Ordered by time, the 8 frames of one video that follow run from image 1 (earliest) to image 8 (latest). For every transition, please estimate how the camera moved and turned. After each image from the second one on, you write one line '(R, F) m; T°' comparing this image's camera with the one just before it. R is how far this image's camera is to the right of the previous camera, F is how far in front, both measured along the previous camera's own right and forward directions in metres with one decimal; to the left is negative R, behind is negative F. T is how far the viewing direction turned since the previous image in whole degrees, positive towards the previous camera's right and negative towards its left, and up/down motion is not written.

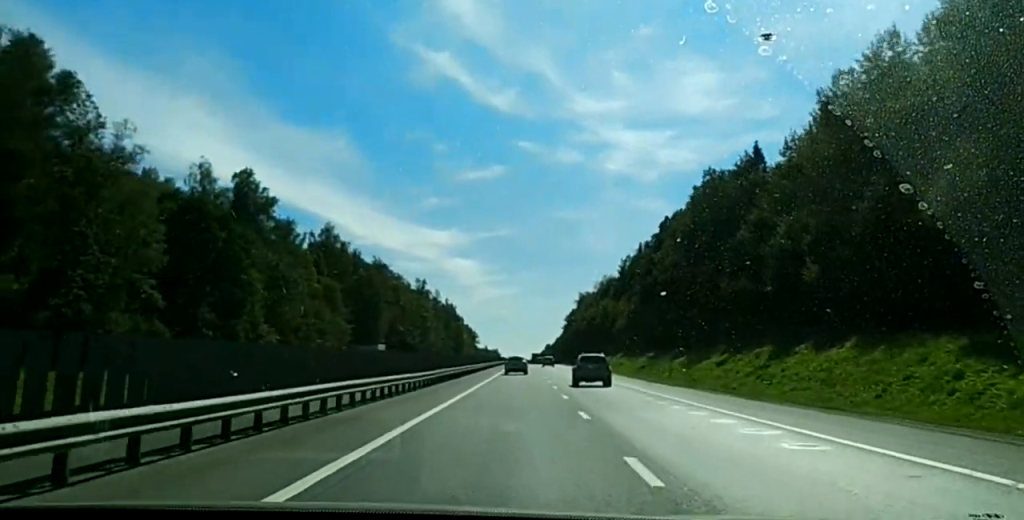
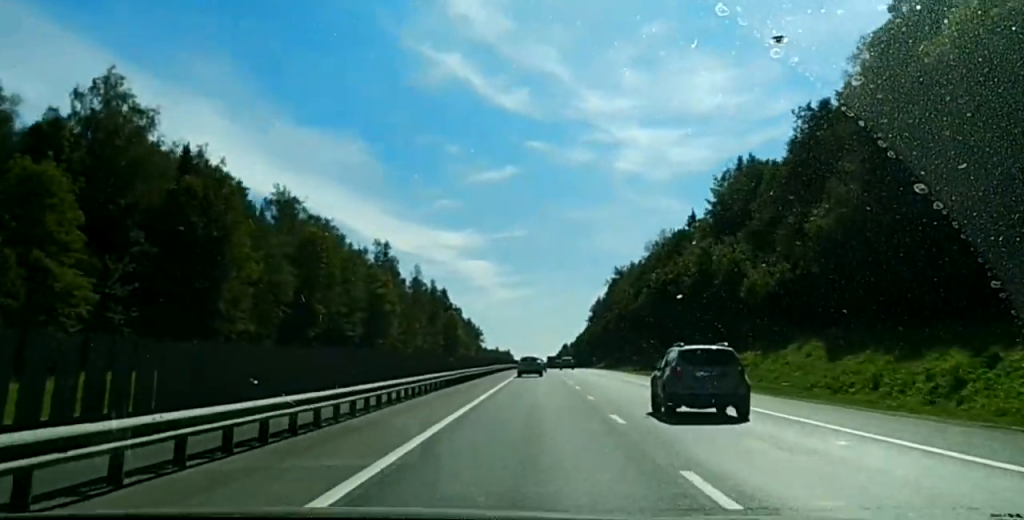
(+0.6, +112.6) m; -1°
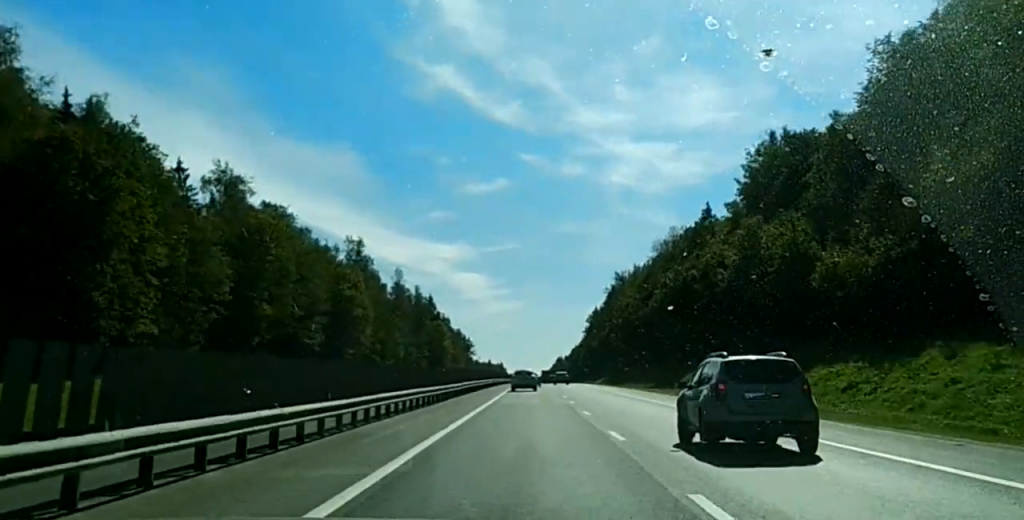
(0.0, +29.7) m; 0°
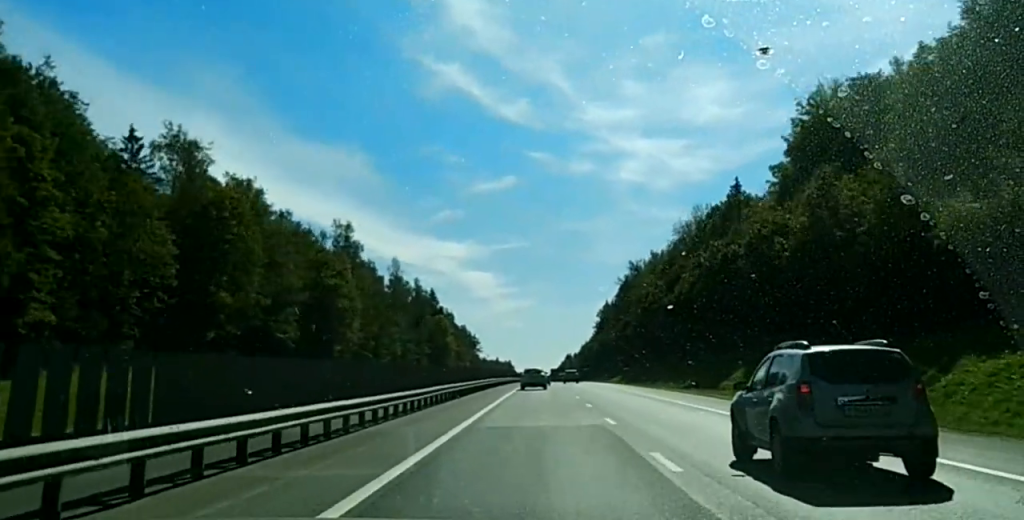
(-0.1, +22.2) m; 0°
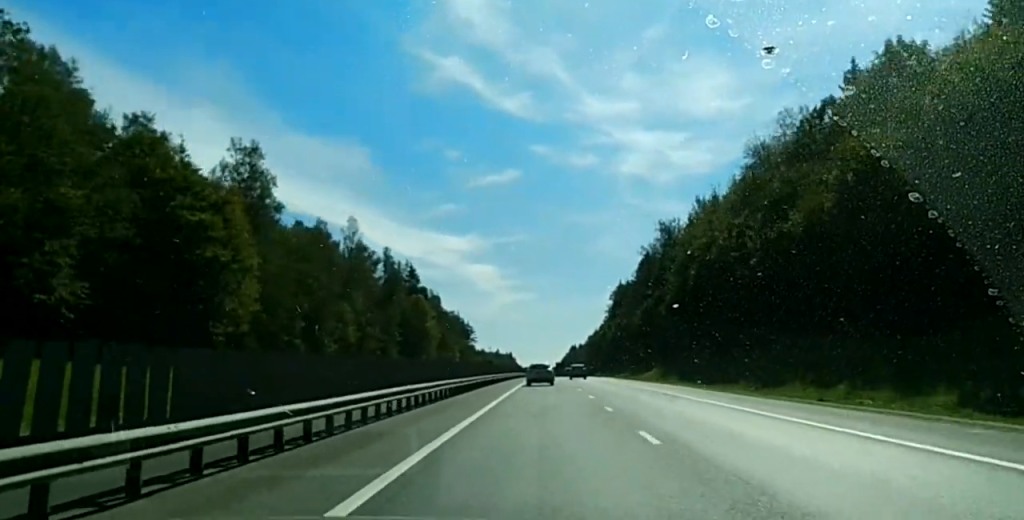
(-0.4, +68.0) m; 0°
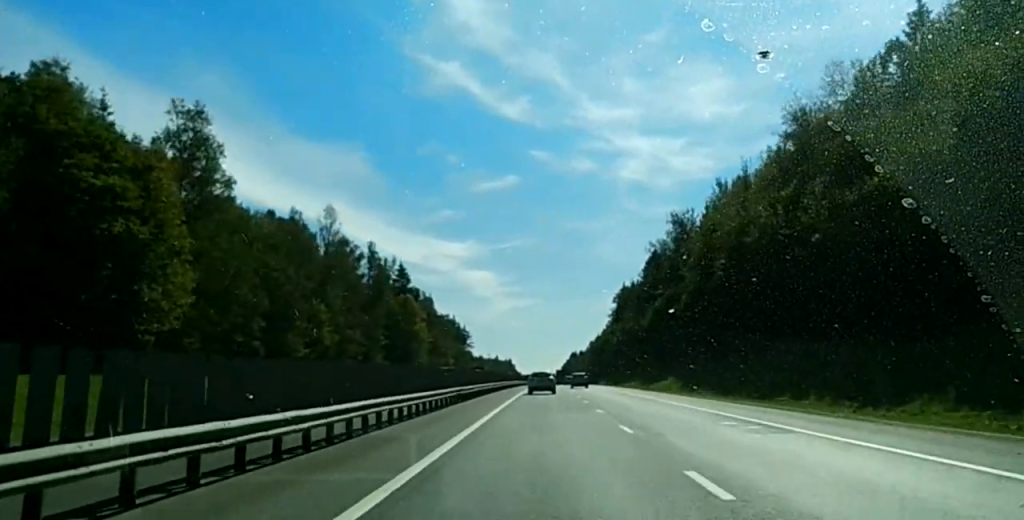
(0.0, +19.2) m; 0°
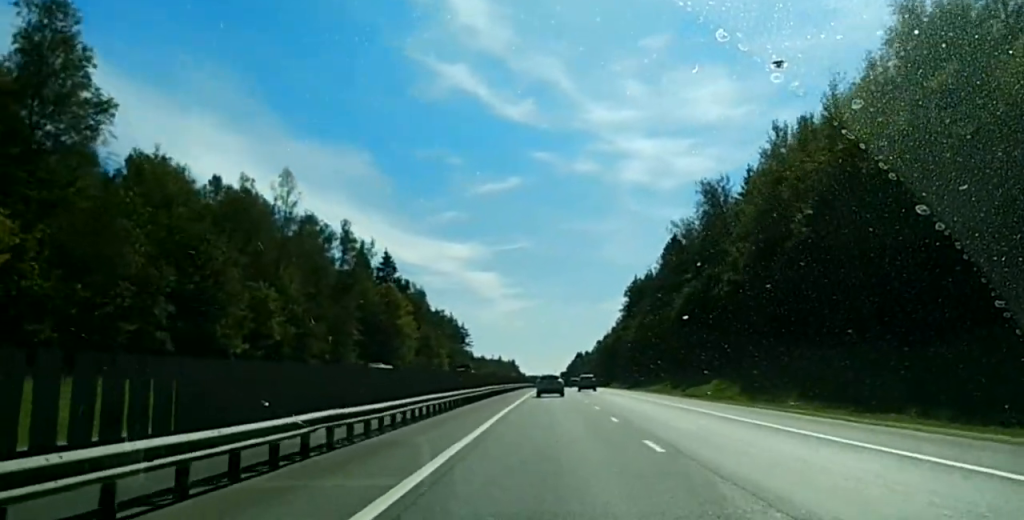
(-0.1, +30.9) m; 0°
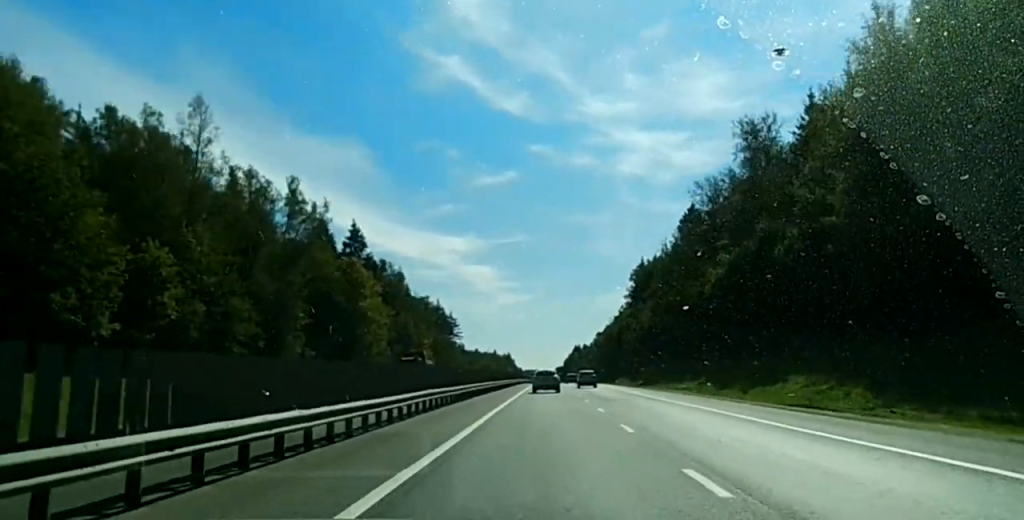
(-0.2, +30.6) m; 0°
